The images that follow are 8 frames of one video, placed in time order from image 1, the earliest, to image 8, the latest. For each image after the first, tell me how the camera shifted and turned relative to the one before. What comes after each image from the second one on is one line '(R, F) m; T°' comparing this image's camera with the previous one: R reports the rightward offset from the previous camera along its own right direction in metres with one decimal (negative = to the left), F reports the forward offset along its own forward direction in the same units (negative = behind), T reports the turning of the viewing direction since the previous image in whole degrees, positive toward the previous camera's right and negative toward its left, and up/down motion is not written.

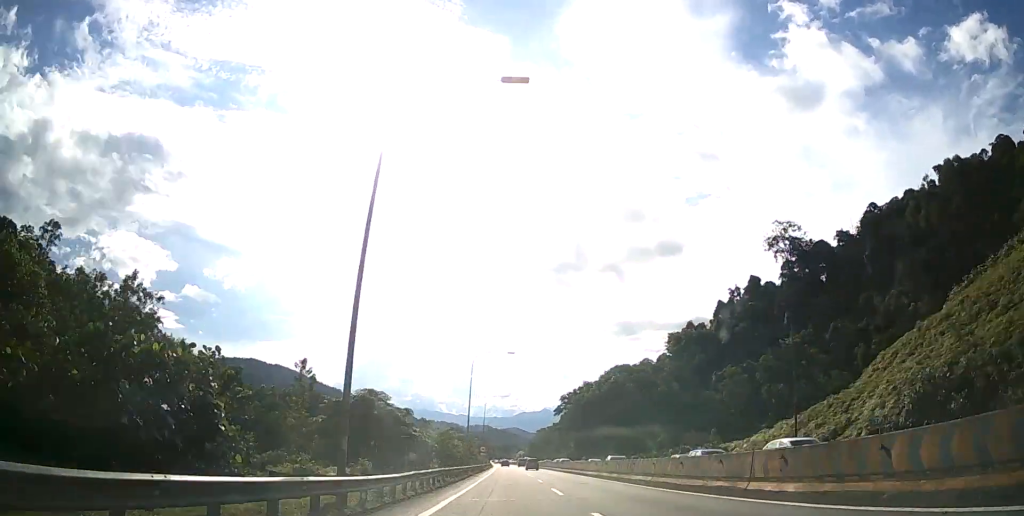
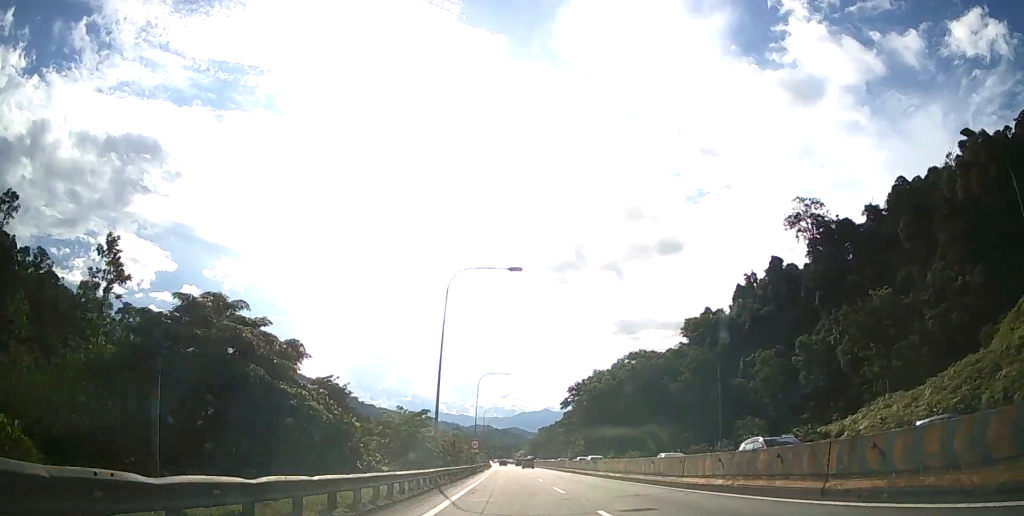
(0.0, +23.7) m; 0°
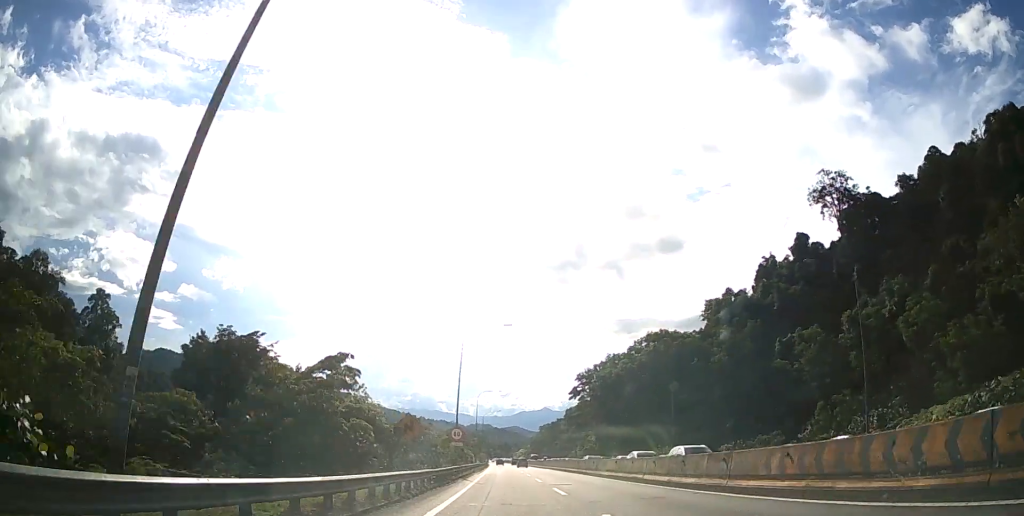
(0.0, +24.7) m; 0°
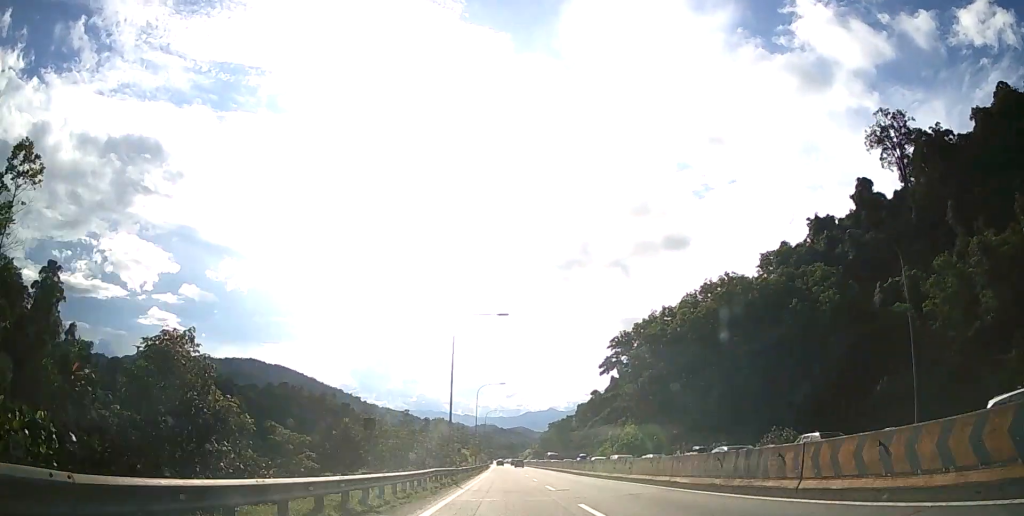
(-0.1, +43.9) m; 0°
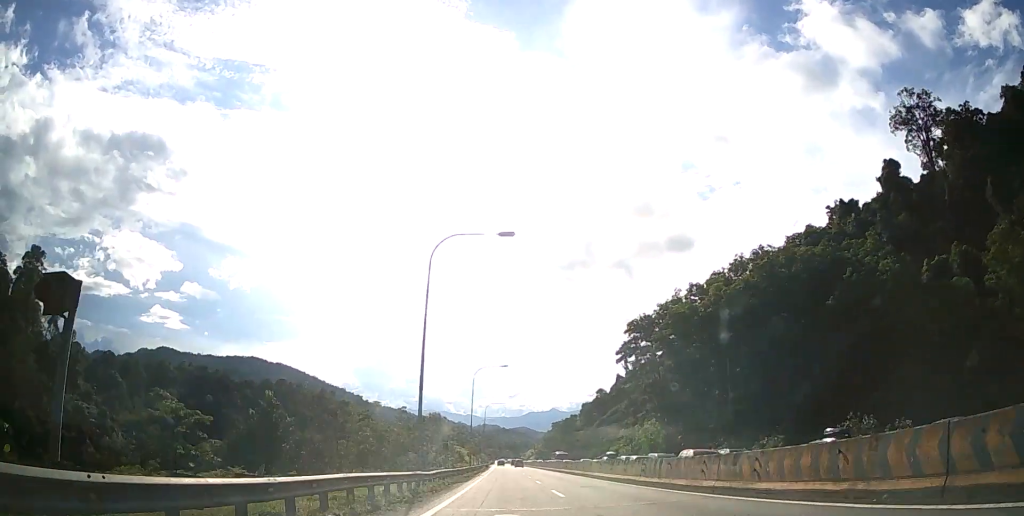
(0.0, +14.6) m; 0°
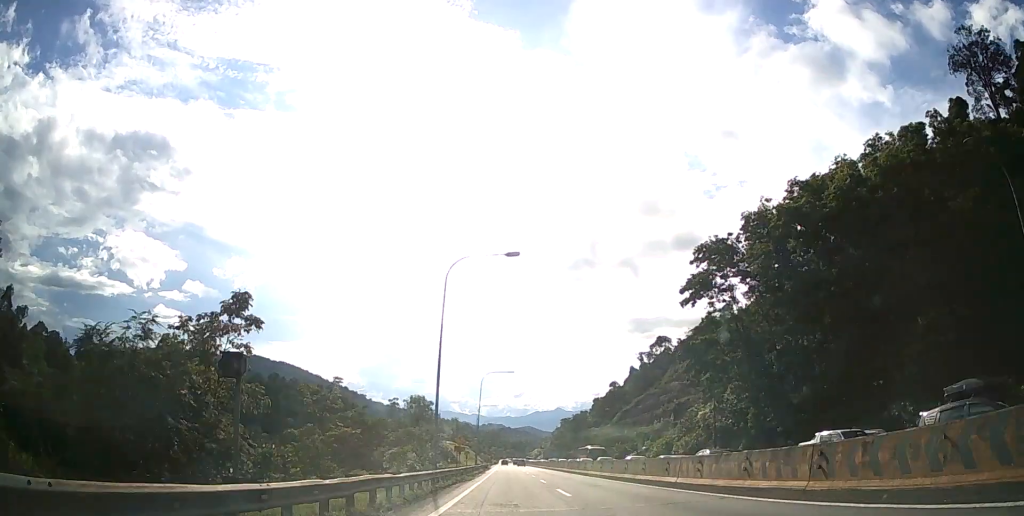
(-0.2, +35.2) m; -1°
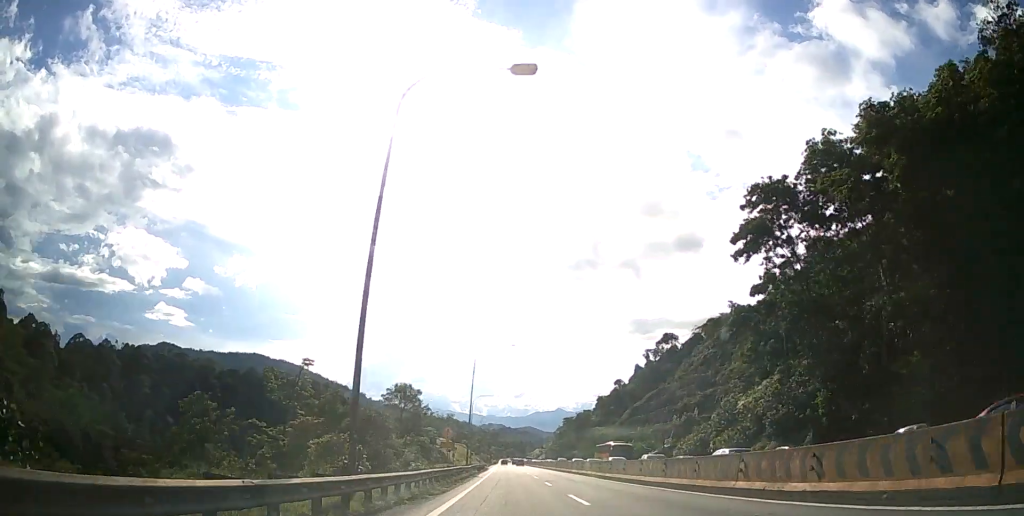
(0.0, +15.8) m; 0°
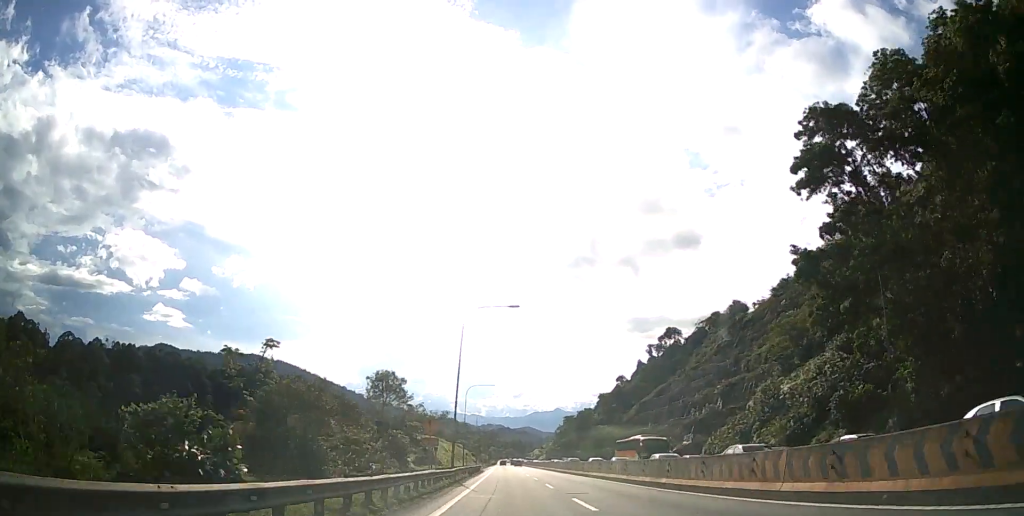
(0.0, +13.0) m; 0°
